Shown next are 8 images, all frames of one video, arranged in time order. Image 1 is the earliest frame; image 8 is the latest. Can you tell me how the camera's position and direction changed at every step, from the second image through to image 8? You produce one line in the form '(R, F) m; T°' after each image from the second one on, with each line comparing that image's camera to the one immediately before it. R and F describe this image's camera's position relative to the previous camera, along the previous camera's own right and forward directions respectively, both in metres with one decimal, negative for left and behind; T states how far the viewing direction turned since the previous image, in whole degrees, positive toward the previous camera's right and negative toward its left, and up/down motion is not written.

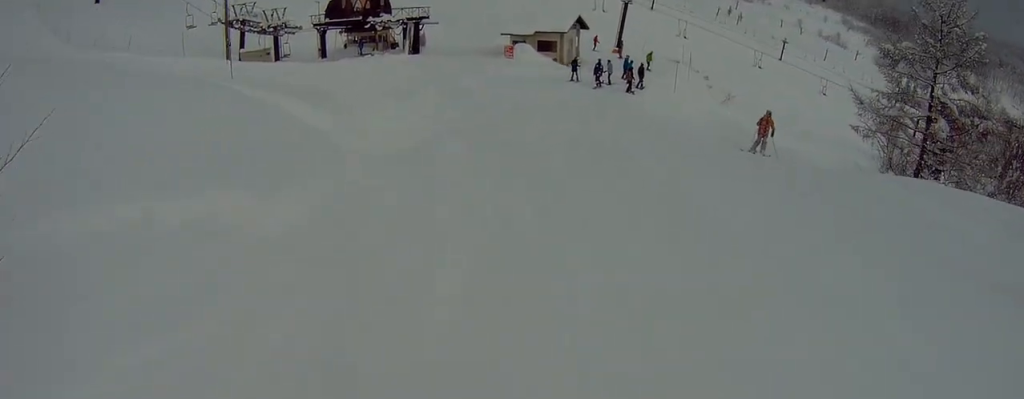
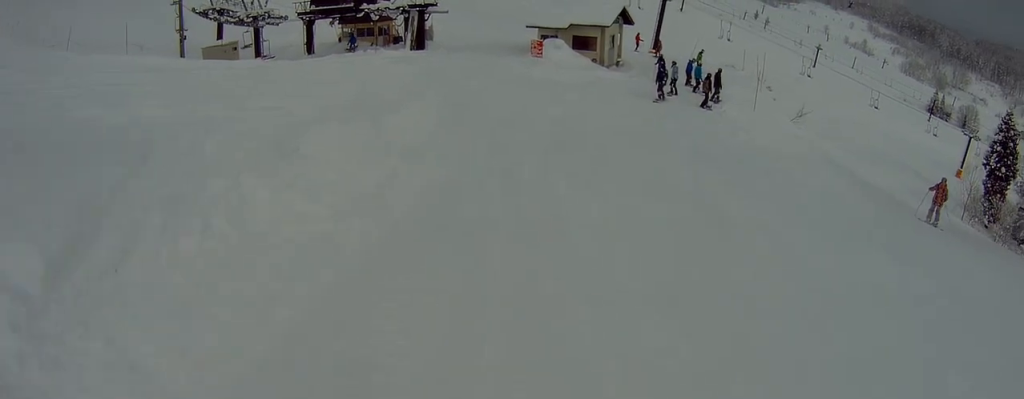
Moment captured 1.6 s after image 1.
(+1.0, +10.8) m; +8°
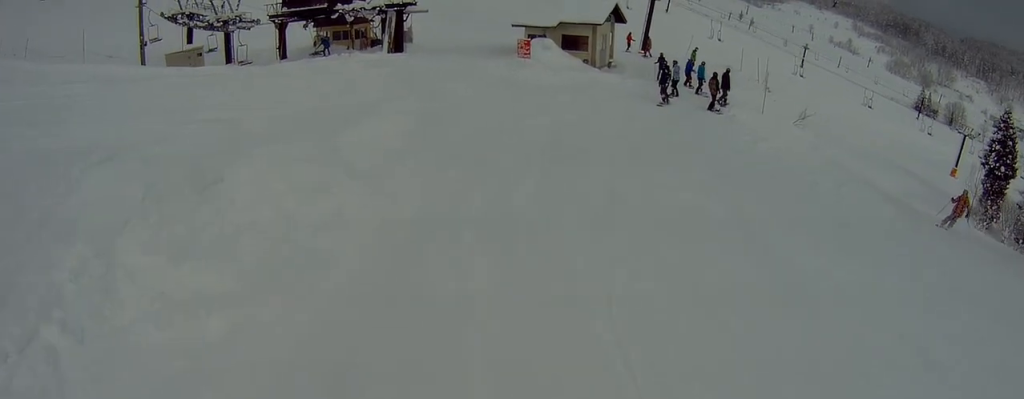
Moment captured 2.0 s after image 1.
(0.0, +3.1) m; -1°
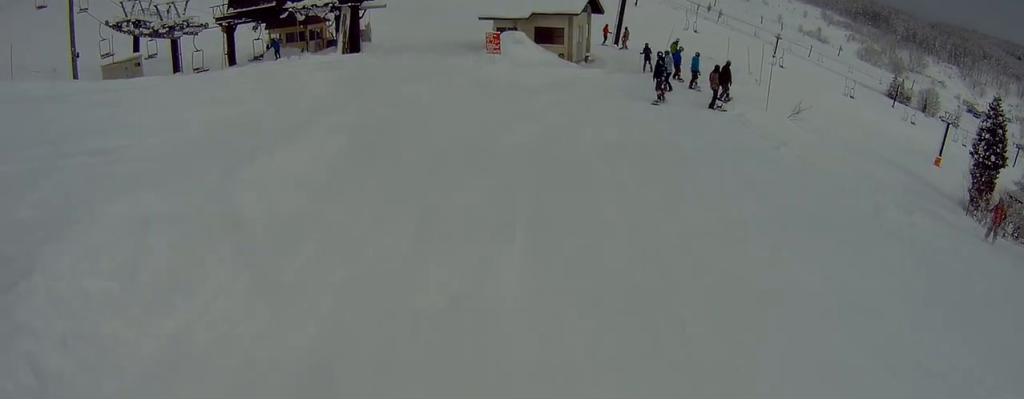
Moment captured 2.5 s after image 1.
(0.0, +3.8) m; -1°
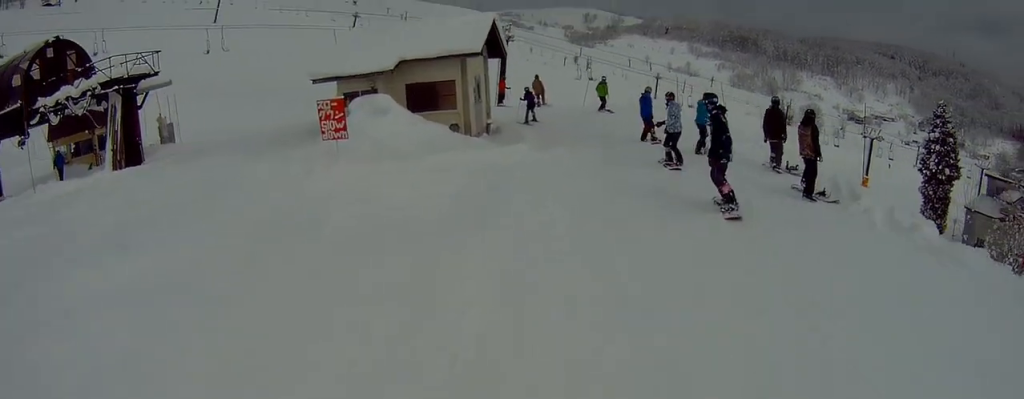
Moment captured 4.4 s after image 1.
(+0.5, +14.0) m; +19°
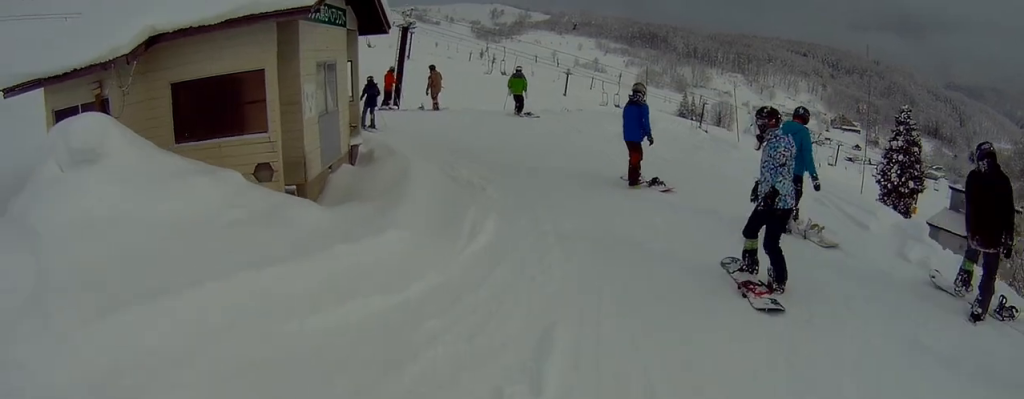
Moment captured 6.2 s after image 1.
(+0.4, +10.4) m; 0°
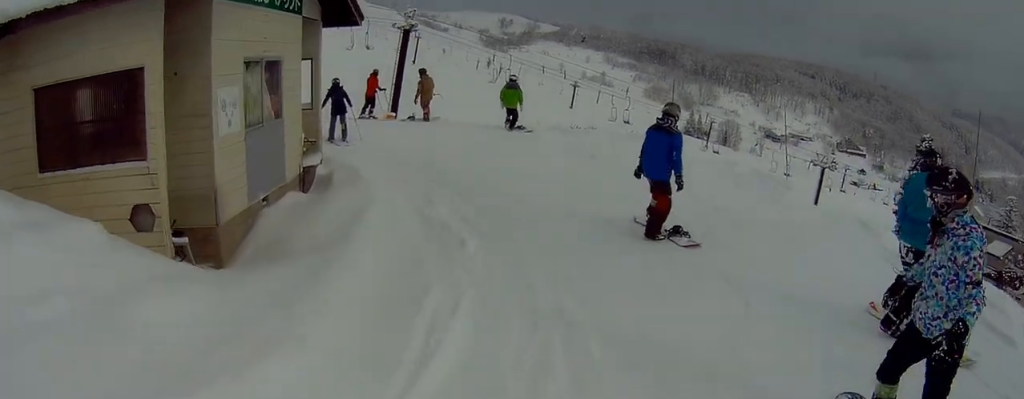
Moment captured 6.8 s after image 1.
(+0.5, +2.9) m; +7°
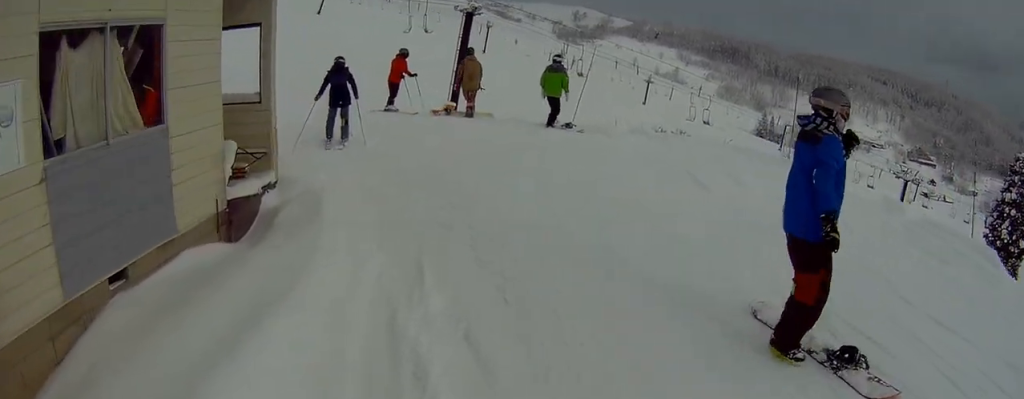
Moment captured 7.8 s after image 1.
(+0.6, +4.0) m; +1°
